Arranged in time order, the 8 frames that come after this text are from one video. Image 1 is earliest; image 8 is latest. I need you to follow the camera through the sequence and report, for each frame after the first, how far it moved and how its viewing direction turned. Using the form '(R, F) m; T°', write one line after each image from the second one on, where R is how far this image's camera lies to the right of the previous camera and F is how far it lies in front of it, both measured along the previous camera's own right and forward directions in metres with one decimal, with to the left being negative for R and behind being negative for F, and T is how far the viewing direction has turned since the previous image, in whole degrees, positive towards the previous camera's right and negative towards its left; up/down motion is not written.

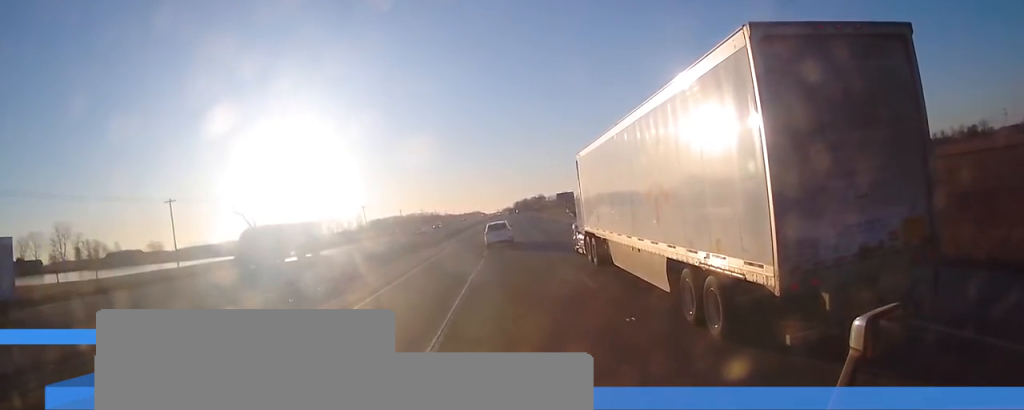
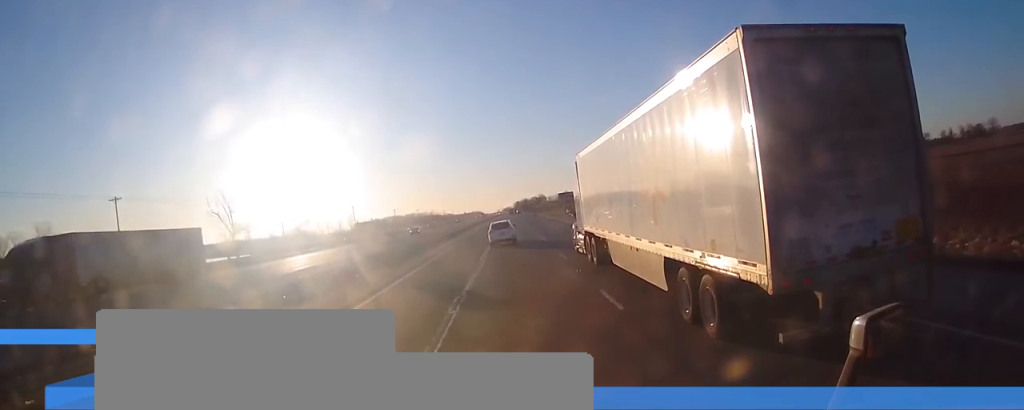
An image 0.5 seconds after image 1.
(+0.3, +15.4) m; 0°
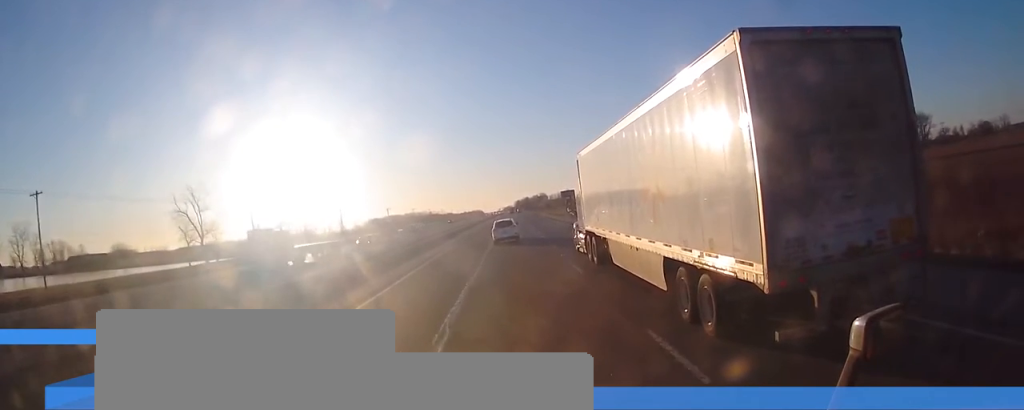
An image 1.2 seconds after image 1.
(0.0, +17.8) m; 0°
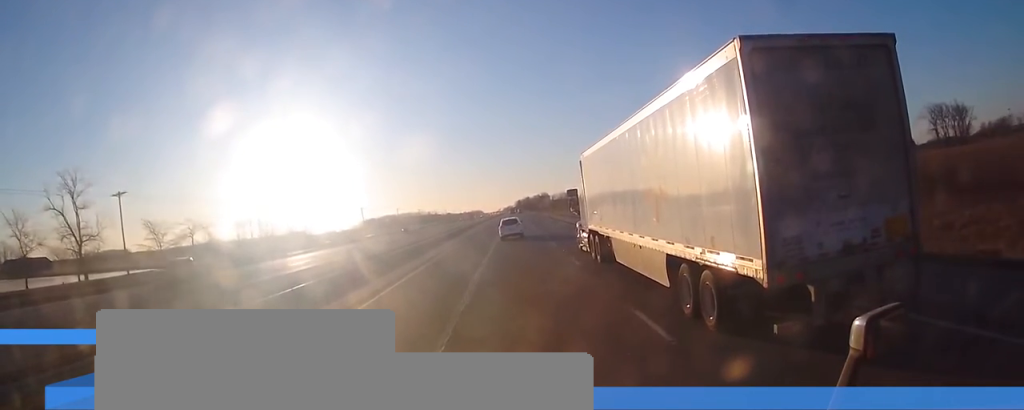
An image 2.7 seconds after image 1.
(-0.3, +45.7) m; 0°
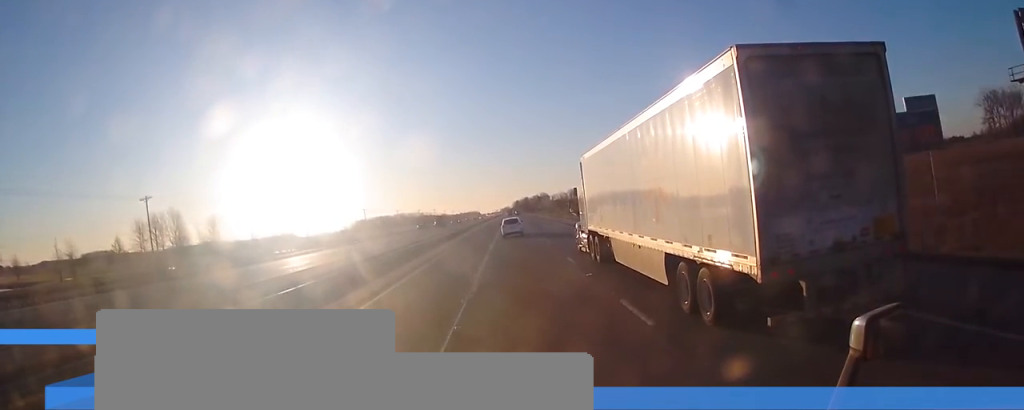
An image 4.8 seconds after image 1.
(+0.7, +59.1) m; +1°
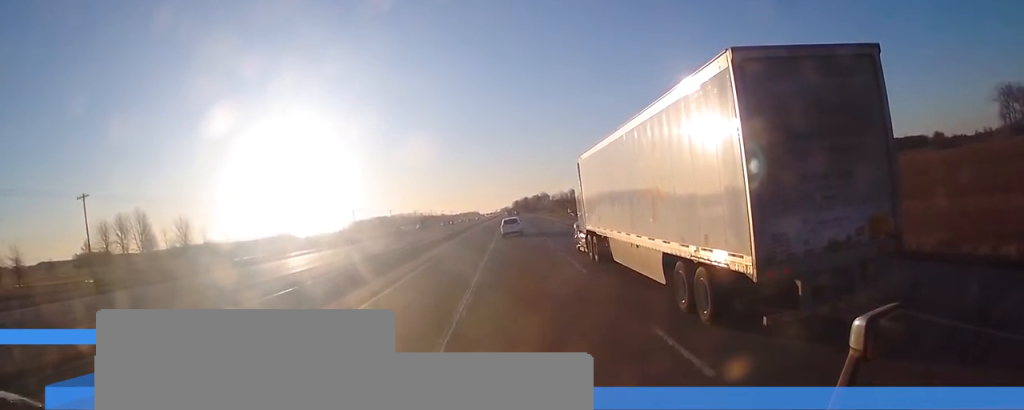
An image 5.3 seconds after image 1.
(-0.2, +14.9) m; 0°
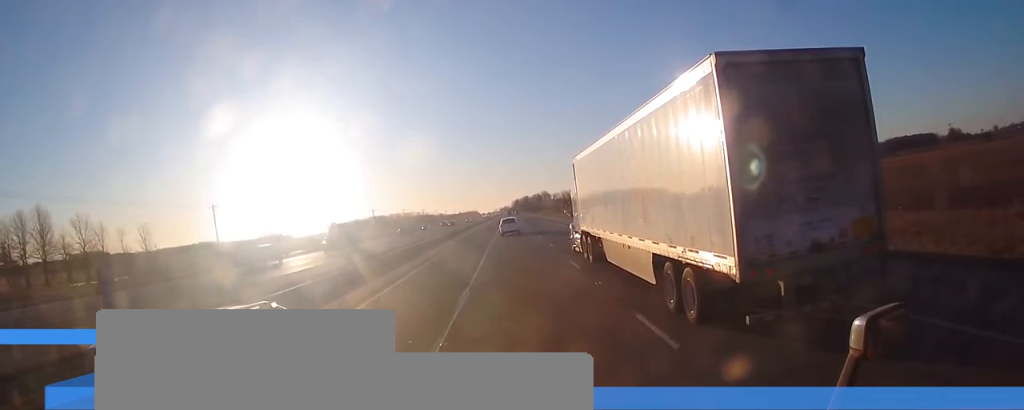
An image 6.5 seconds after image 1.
(+0.1, +34.6) m; +1°
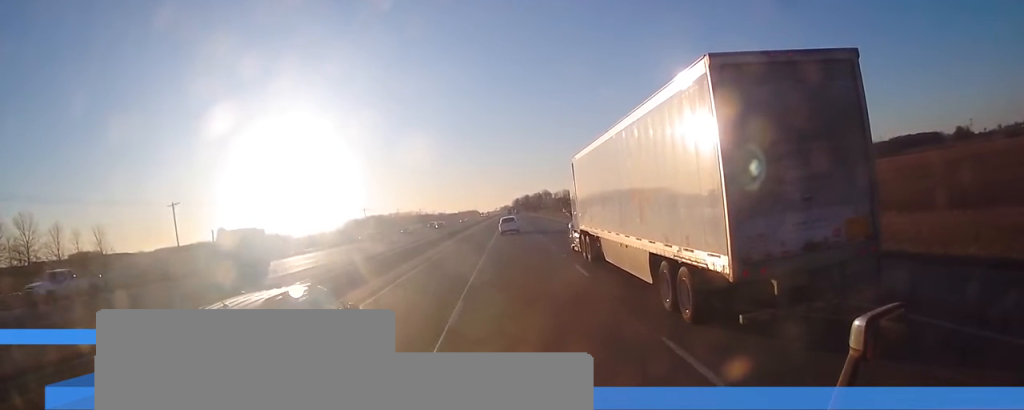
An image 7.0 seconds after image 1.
(0.0, +14.4) m; 0°
